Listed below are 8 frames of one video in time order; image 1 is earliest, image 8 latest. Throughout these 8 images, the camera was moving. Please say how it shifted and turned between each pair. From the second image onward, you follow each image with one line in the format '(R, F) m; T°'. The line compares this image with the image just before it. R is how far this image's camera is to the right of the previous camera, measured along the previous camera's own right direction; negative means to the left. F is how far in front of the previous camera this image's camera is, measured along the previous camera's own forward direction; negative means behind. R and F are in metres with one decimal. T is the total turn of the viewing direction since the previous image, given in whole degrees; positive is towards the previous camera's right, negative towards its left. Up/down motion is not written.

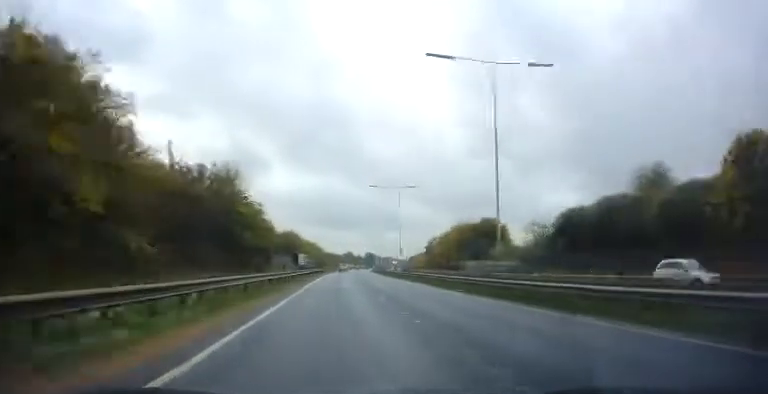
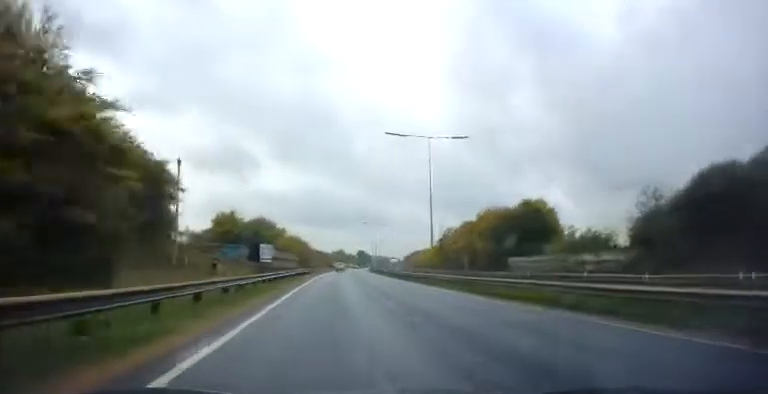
(+0.2, +24.9) m; +1°
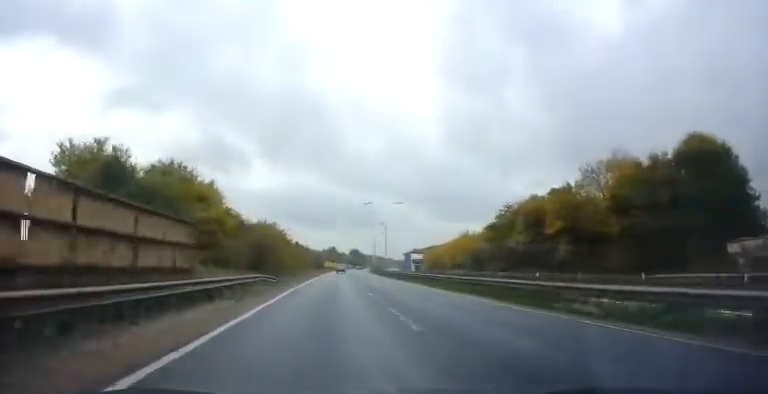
(+0.3, +37.1) m; +1°
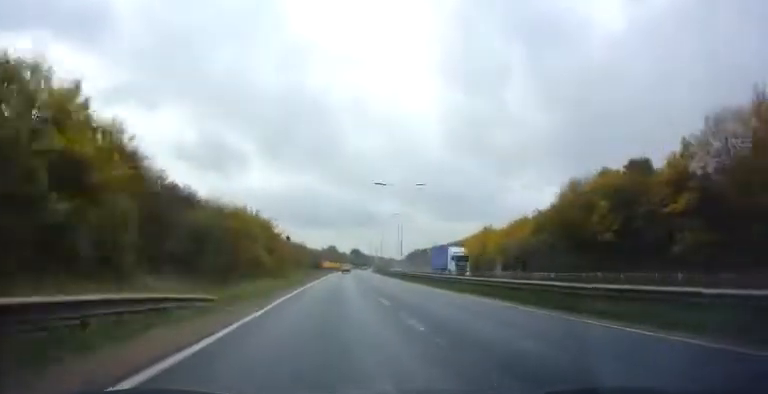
(0.0, +17.9) m; 0°
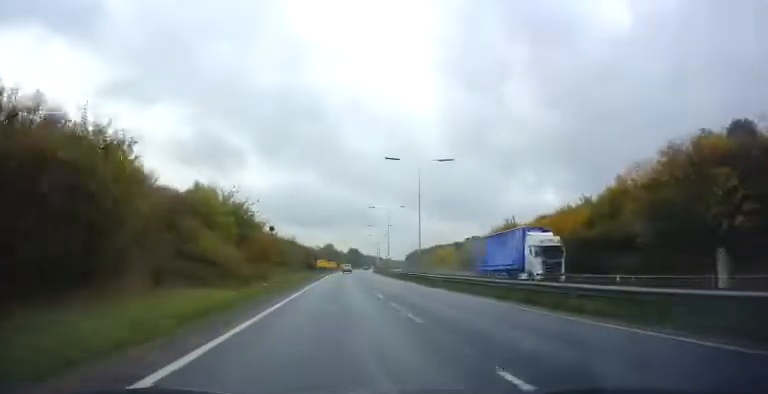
(0.0, +14.8) m; +1°
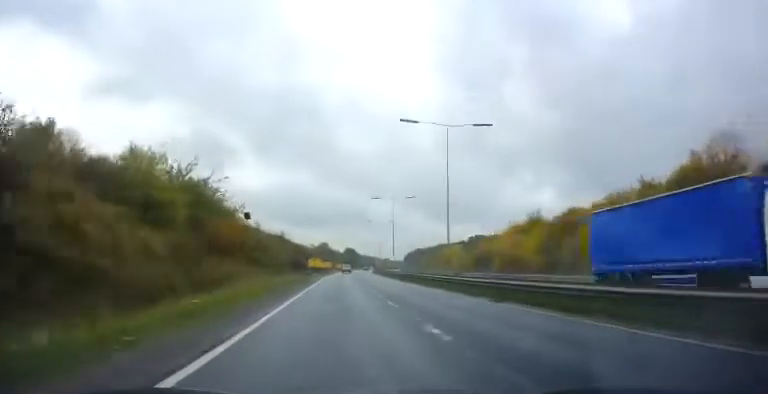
(-0.1, +12.9) m; 0°
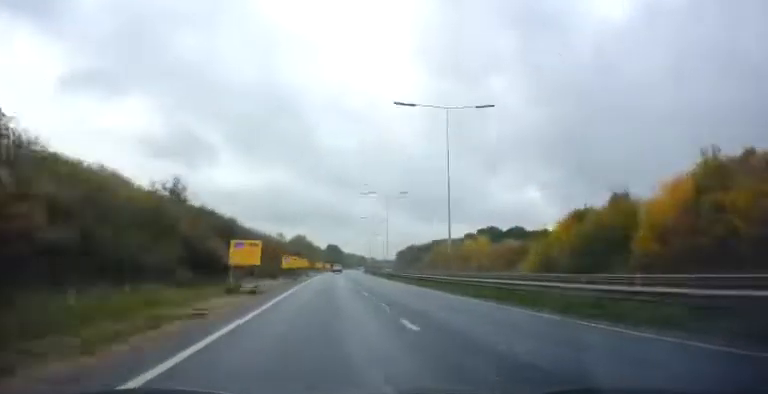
(+1.1, +43.3) m; +2°
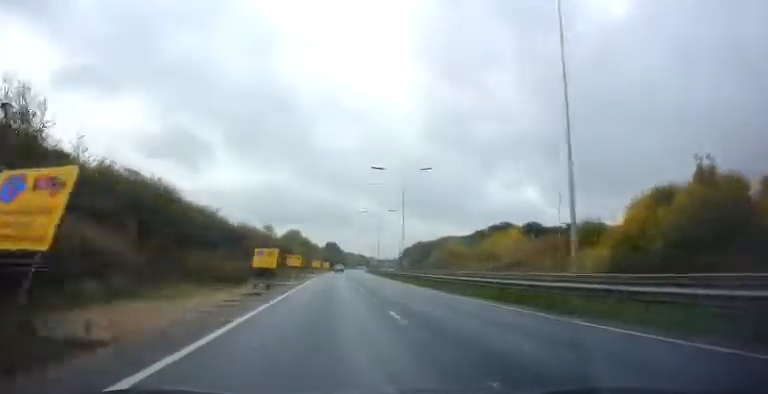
(+0.1, +16.4) m; 0°
